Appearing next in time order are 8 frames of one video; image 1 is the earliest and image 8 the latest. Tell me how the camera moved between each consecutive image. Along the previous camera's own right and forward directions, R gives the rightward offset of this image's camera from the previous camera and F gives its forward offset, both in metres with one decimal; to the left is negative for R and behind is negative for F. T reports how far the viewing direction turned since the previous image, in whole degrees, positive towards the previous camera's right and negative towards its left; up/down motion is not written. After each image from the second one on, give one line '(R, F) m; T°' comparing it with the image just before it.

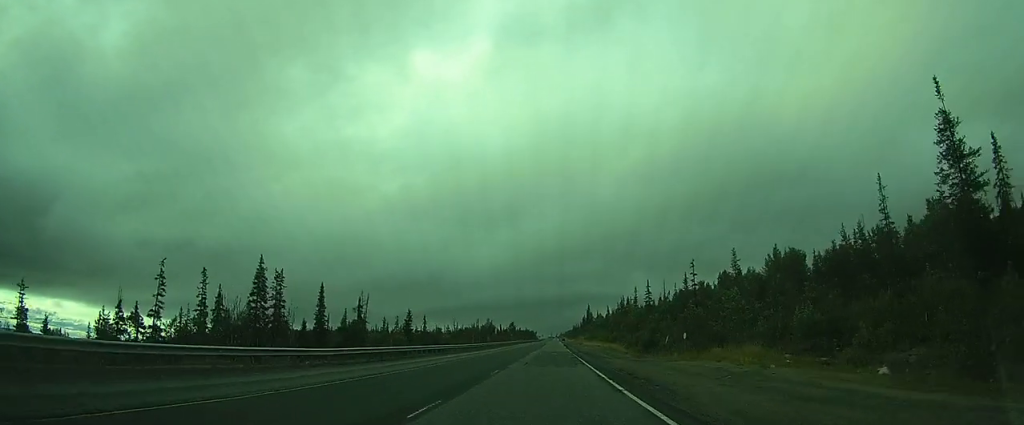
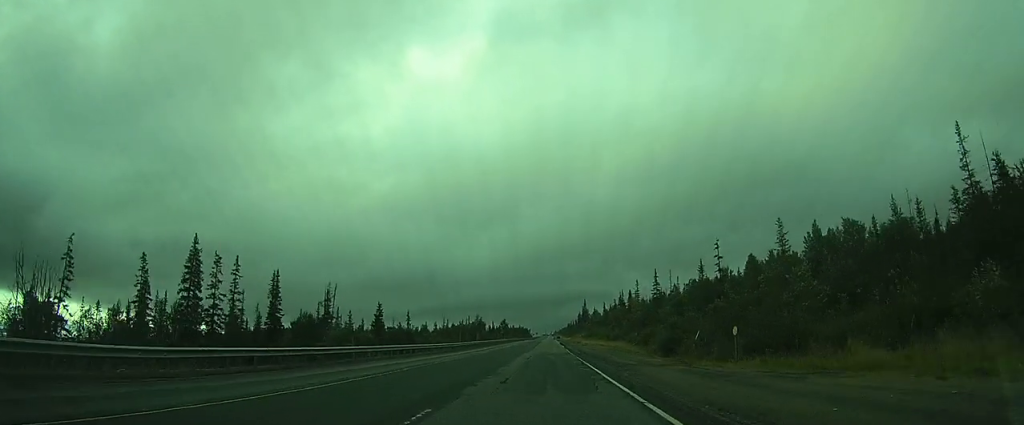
(0.0, +13.8) m; +1°
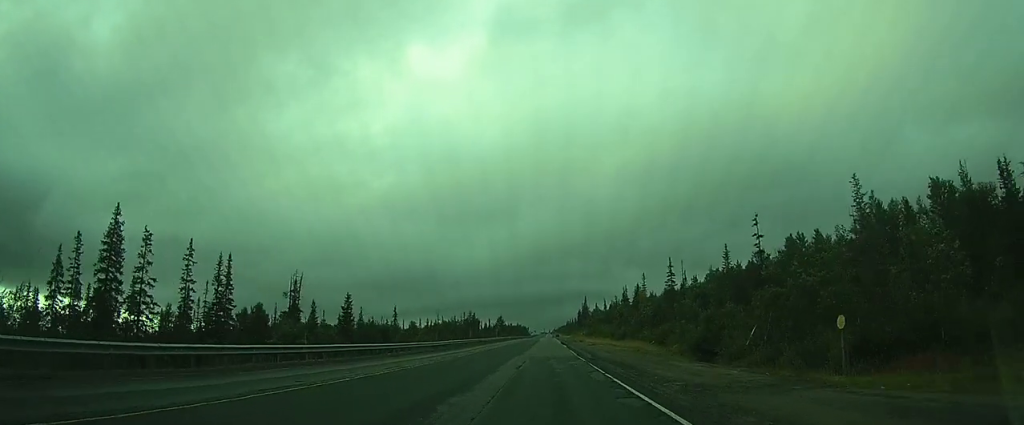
(0.0, +12.6) m; +1°
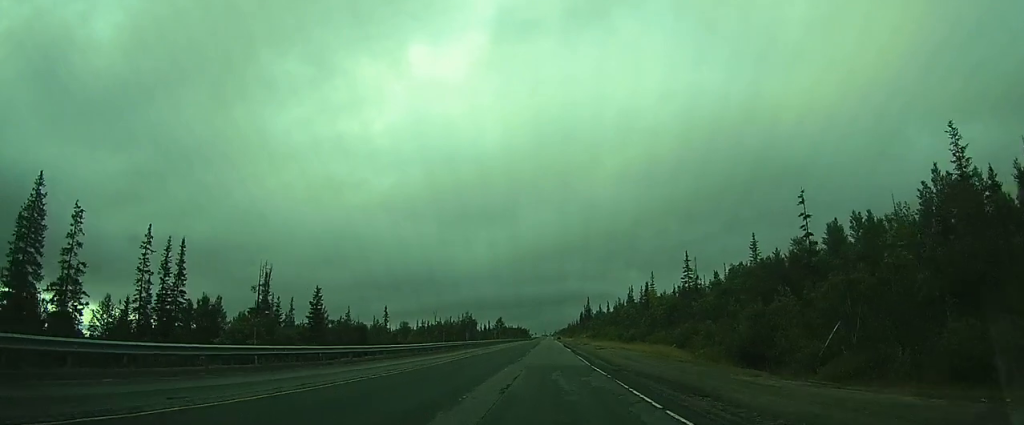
(+0.2, +9.6) m; +1°
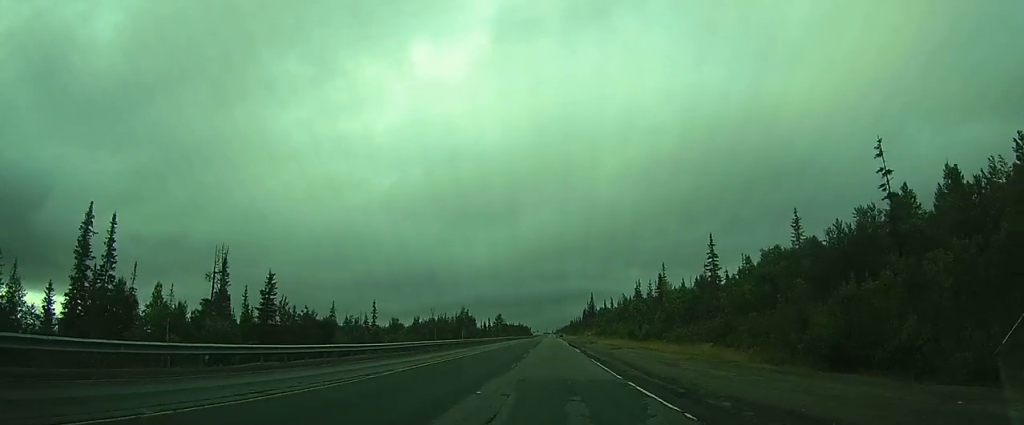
(+0.1, +10.8) m; +1°
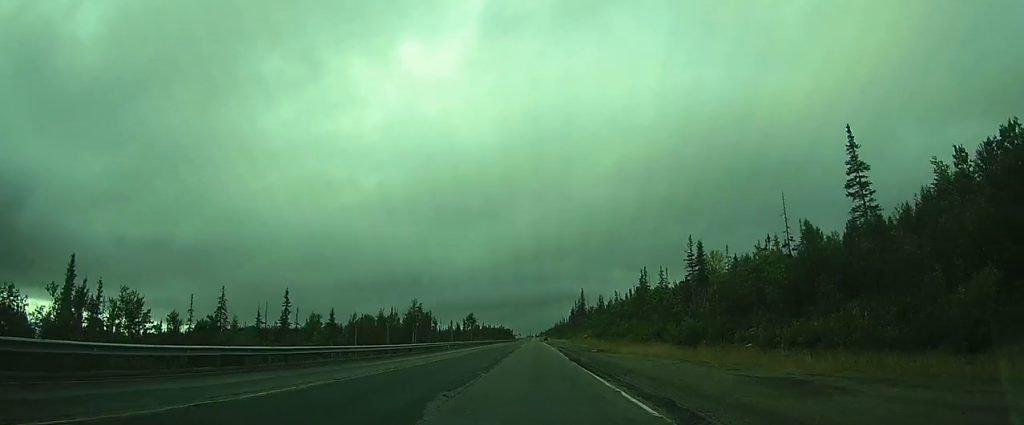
(+0.3, +36.2) m; +1°
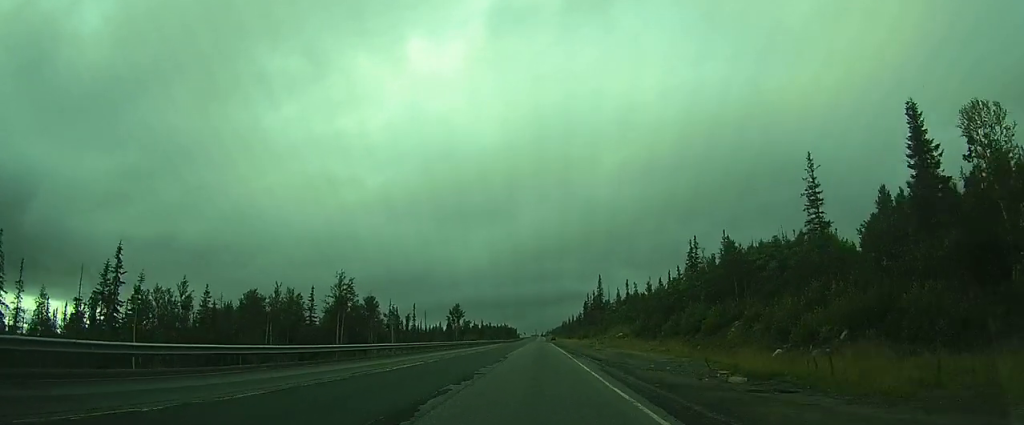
(+0.4, +39.6) m; 0°
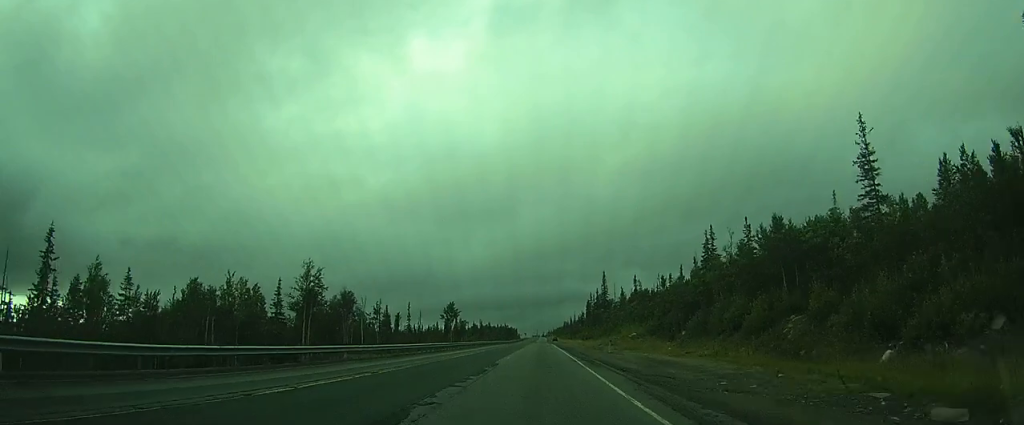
(0.0, +9.0) m; -1°
